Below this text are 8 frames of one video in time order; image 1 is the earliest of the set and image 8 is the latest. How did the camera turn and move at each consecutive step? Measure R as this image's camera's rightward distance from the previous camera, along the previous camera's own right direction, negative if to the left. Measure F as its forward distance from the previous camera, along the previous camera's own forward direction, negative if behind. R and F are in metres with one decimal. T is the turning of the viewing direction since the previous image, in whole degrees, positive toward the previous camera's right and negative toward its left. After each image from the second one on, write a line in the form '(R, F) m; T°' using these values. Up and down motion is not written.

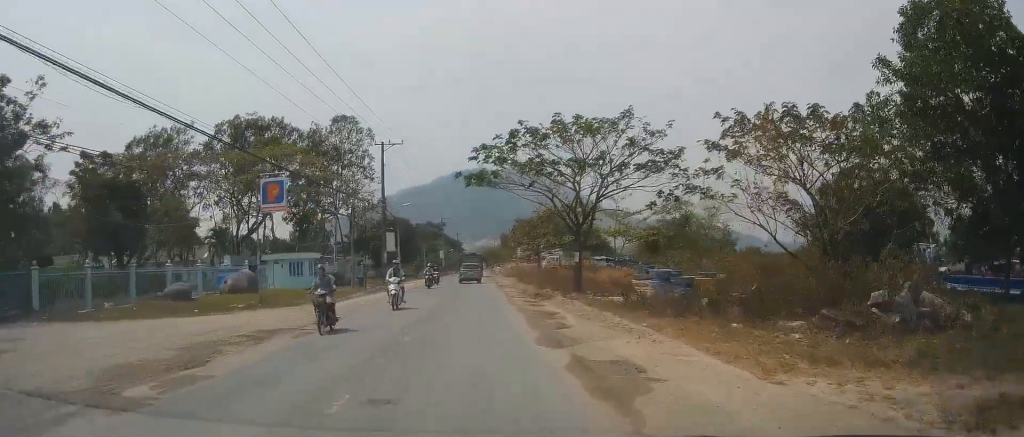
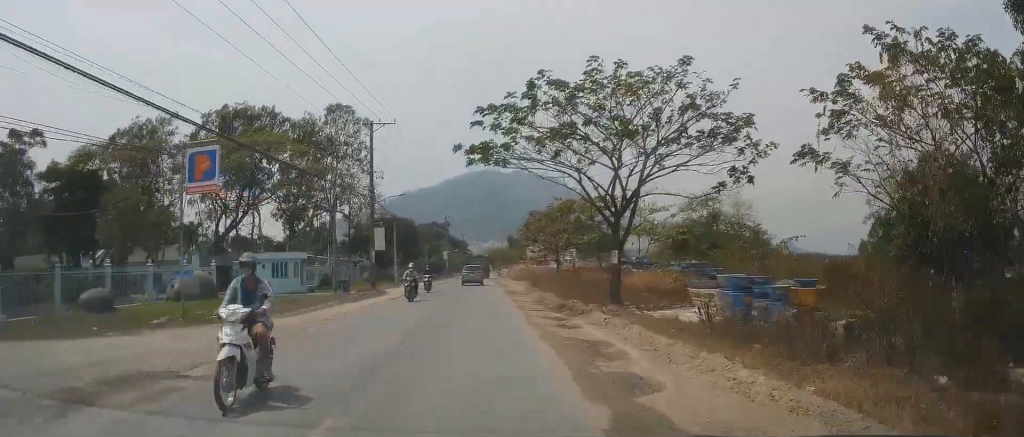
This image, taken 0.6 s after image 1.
(+0.2, +6.8) m; +1°
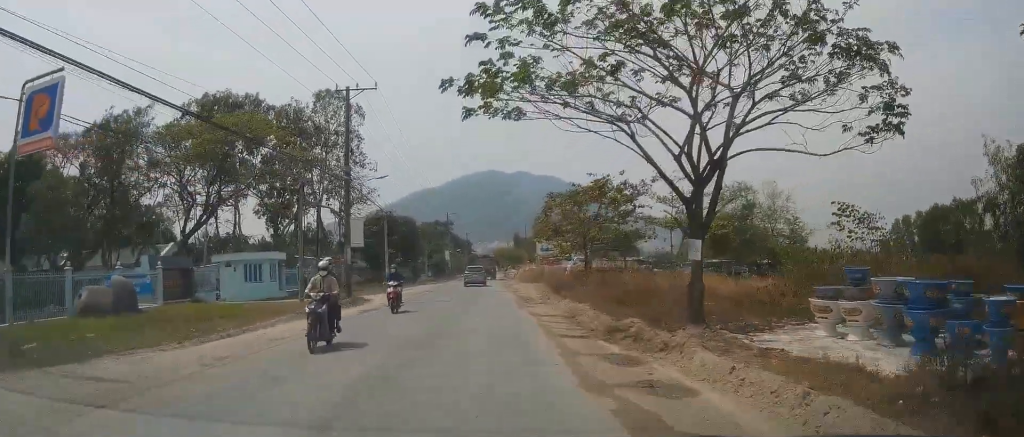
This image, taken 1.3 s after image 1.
(+0.3, +7.8) m; 0°
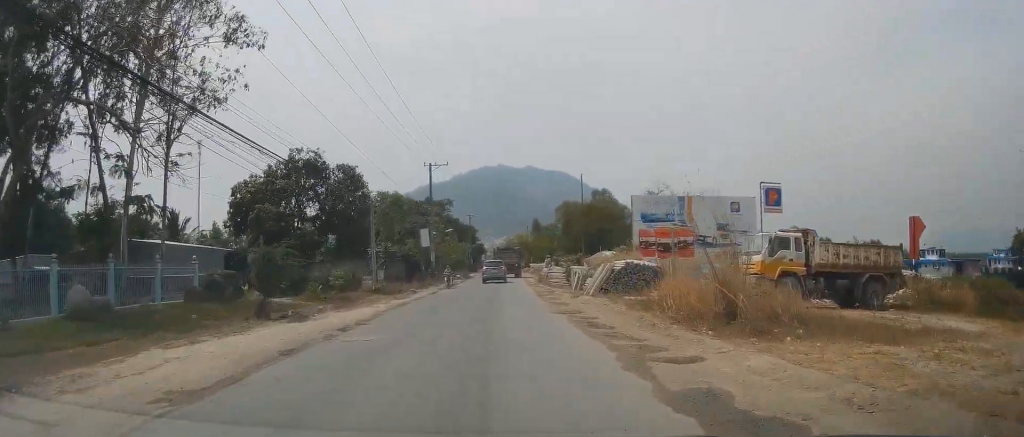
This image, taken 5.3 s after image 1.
(-2.8, +45.5) m; -5°
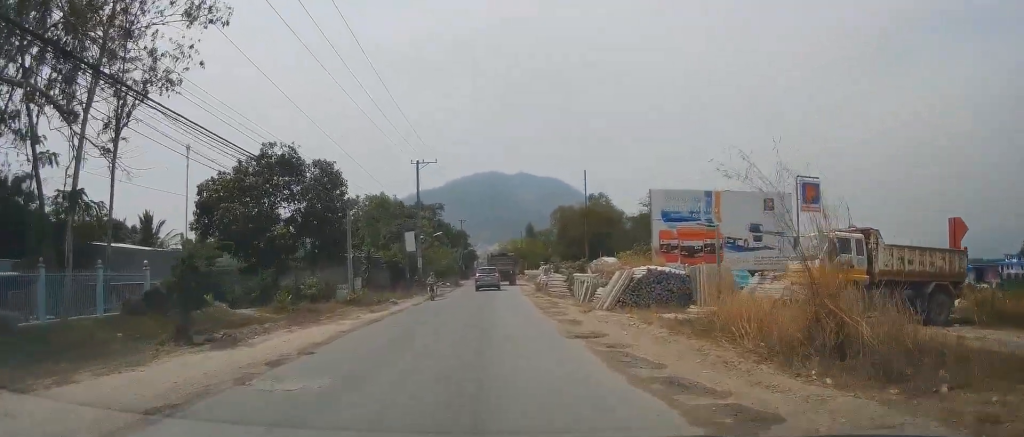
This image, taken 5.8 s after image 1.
(+0.2, +4.9) m; 0°
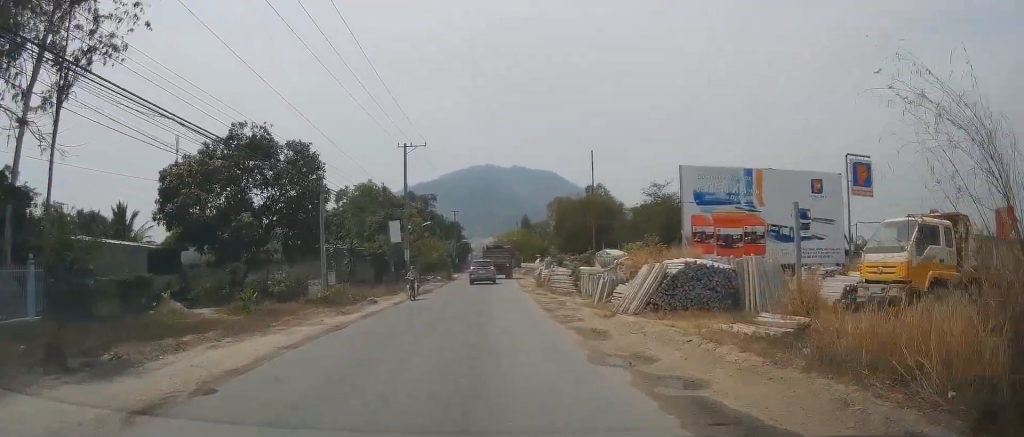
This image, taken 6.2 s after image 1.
(+0.2, +4.9) m; 0°
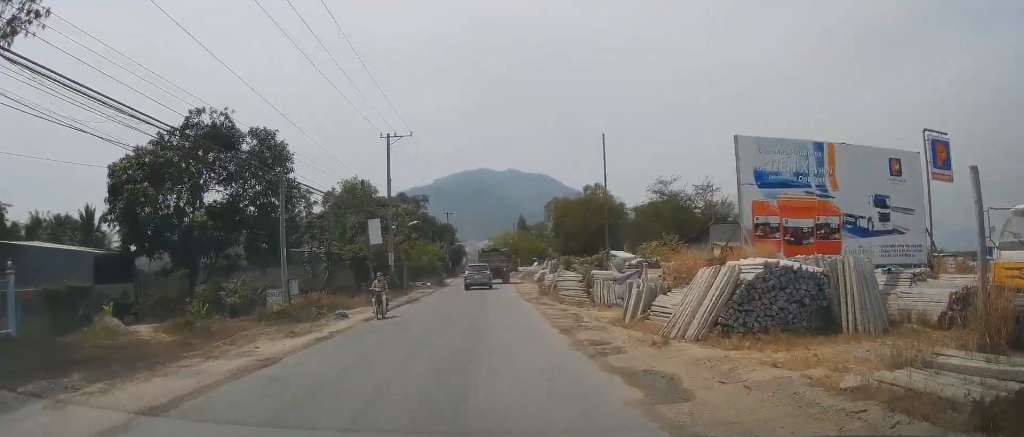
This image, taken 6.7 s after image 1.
(-0.2, +6.0) m; -1°
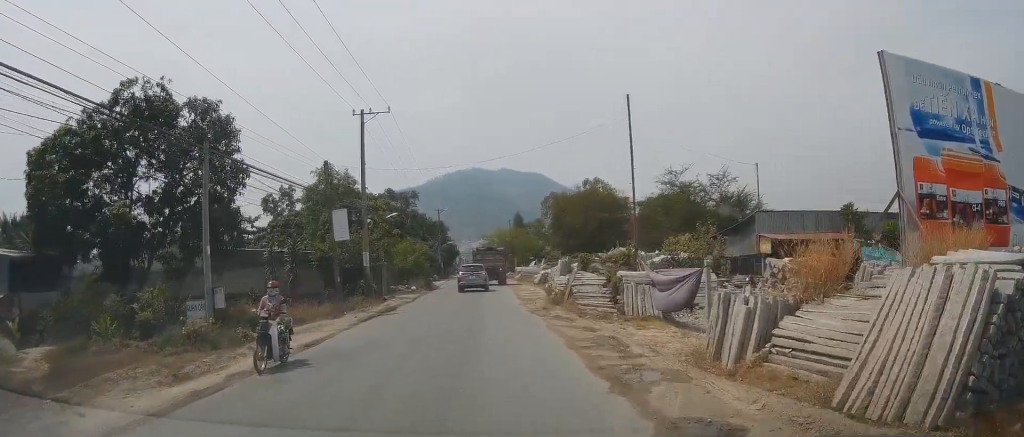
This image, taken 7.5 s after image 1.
(-0.2, +8.7) m; +1°
